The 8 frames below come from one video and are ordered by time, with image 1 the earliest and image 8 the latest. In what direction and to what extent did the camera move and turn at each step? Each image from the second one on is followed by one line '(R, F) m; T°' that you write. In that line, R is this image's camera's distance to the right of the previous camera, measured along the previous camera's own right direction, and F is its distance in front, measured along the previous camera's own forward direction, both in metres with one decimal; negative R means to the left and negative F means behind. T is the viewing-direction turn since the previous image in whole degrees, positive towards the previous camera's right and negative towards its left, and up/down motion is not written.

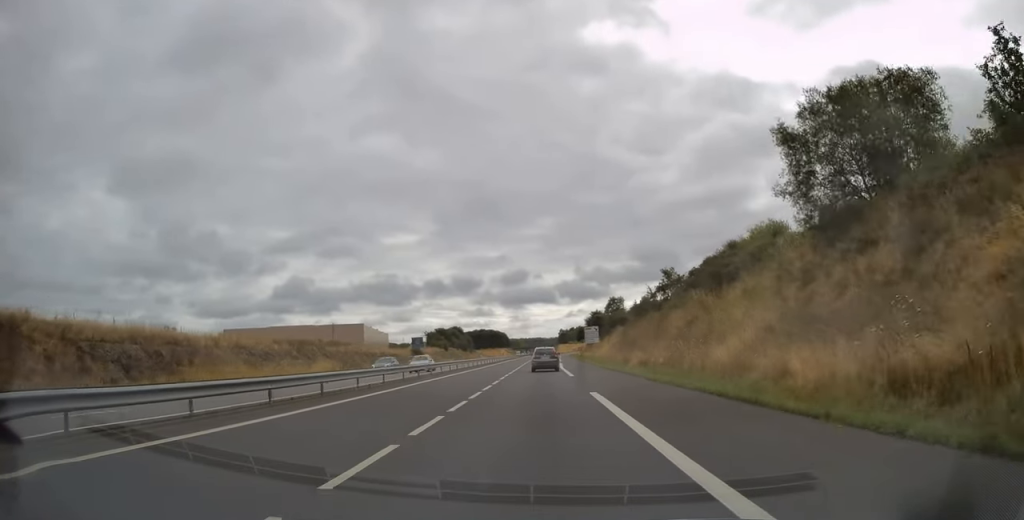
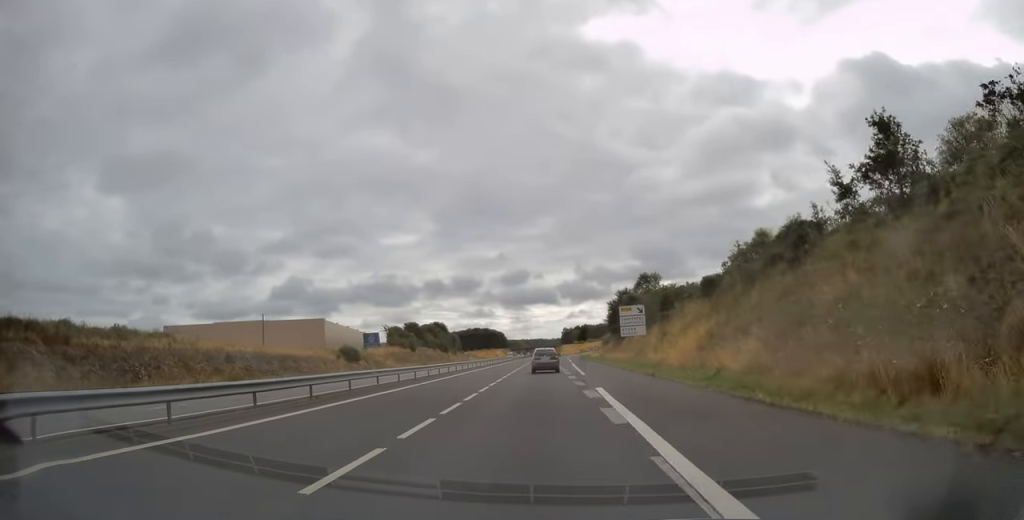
(+0.3, +48.5) m; 0°
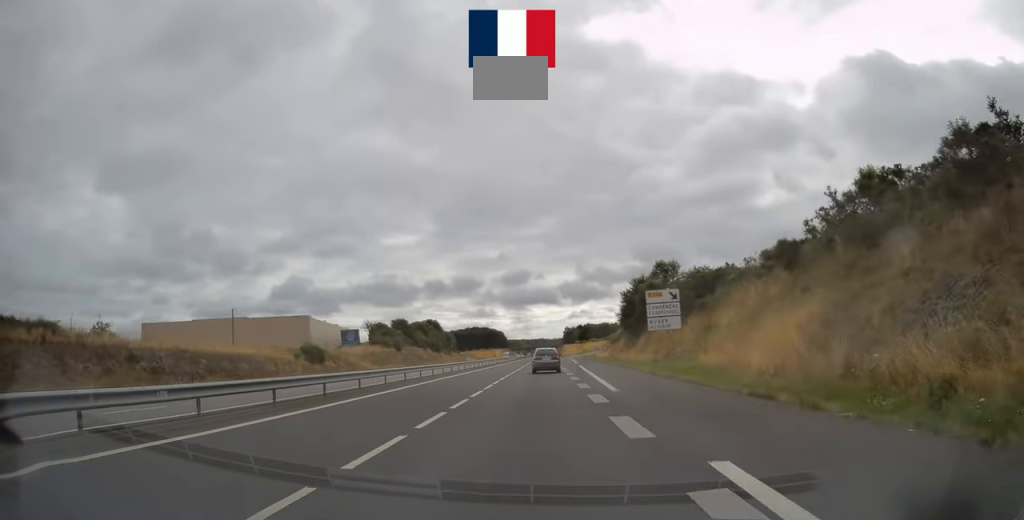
(-0.1, +14.9) m; 0°
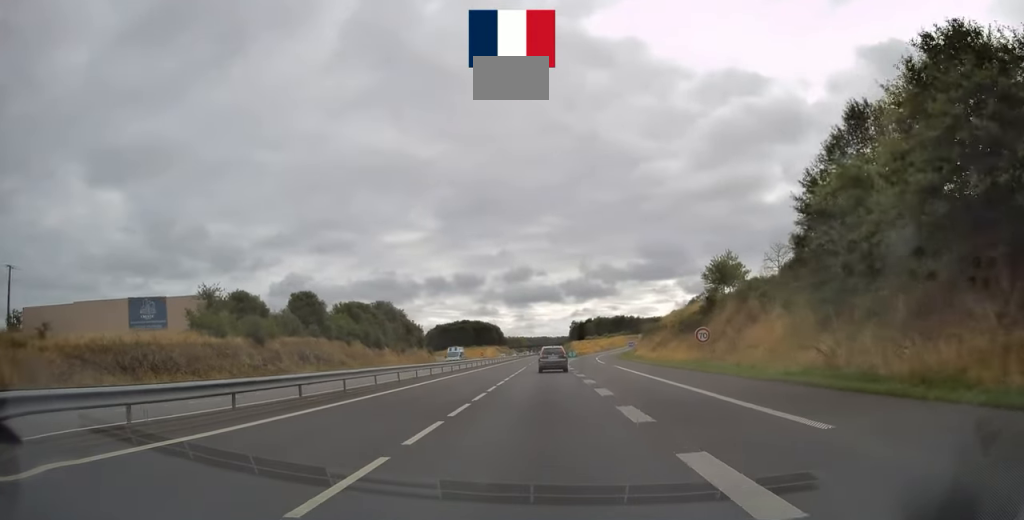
(-0.1, +62.8) m; +1°
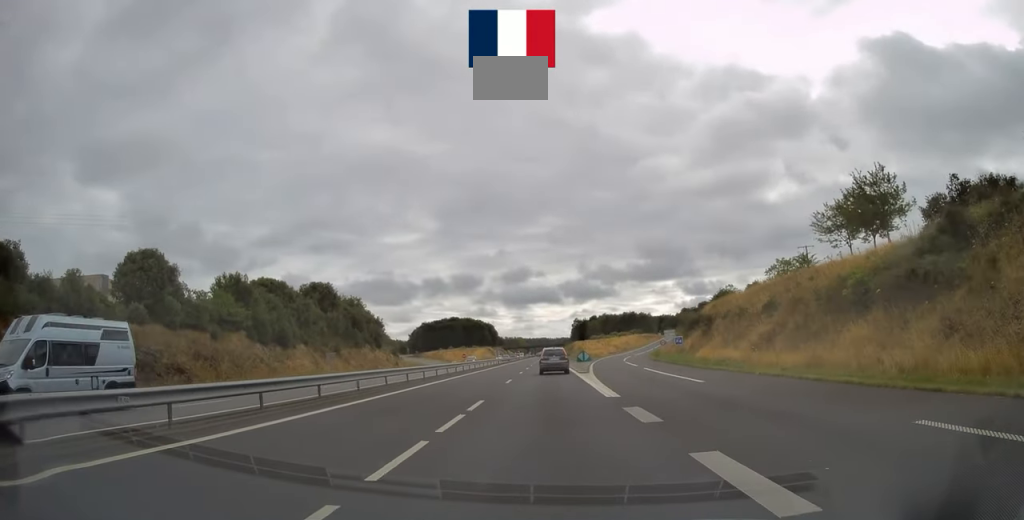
(+0.3, +38.8) m; 0°
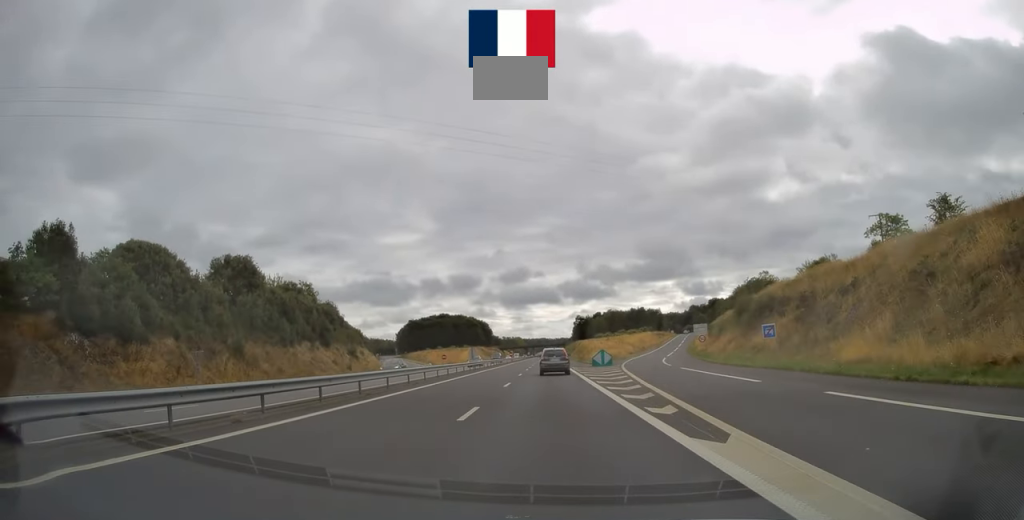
(-0.3, +28.1) m; -1°
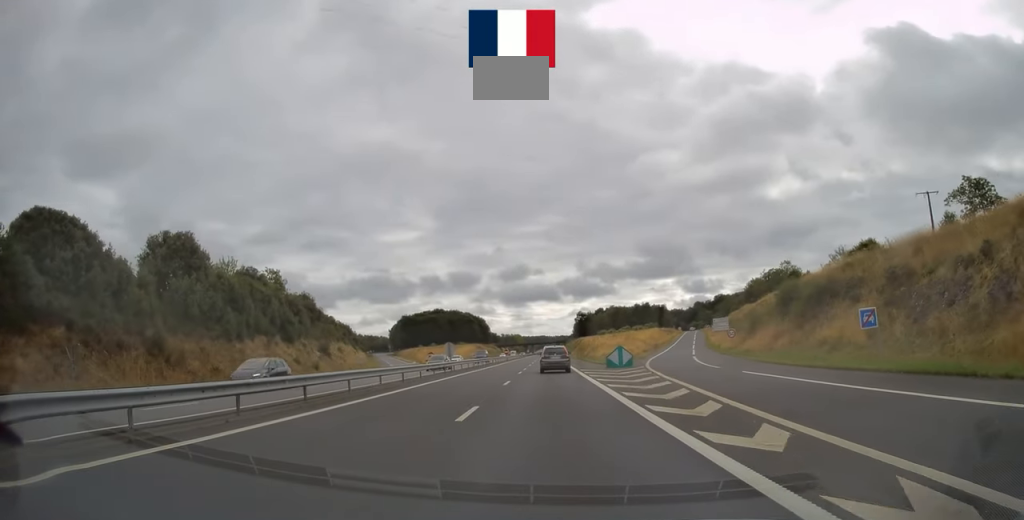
(0.0, +13.3) m; 0°
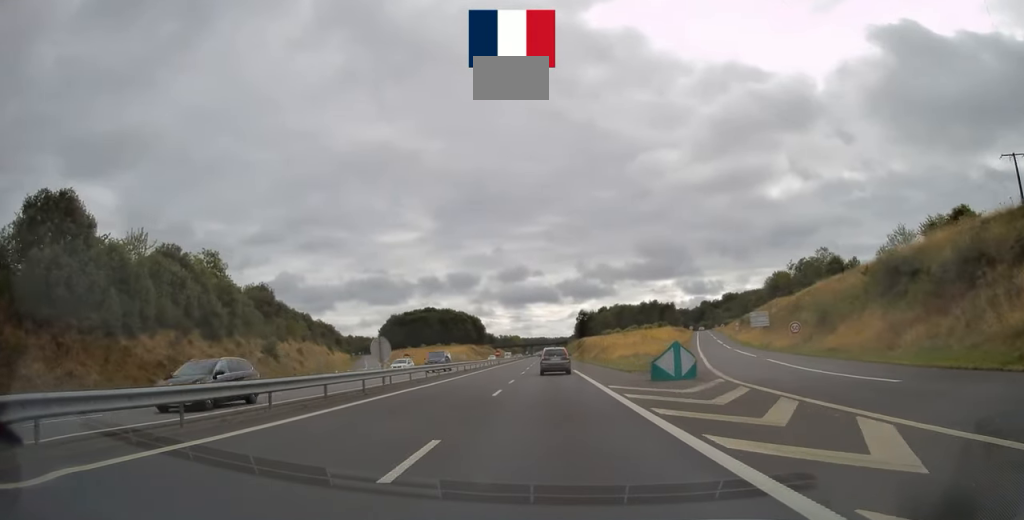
(0.0, +18.4) m; 0°
